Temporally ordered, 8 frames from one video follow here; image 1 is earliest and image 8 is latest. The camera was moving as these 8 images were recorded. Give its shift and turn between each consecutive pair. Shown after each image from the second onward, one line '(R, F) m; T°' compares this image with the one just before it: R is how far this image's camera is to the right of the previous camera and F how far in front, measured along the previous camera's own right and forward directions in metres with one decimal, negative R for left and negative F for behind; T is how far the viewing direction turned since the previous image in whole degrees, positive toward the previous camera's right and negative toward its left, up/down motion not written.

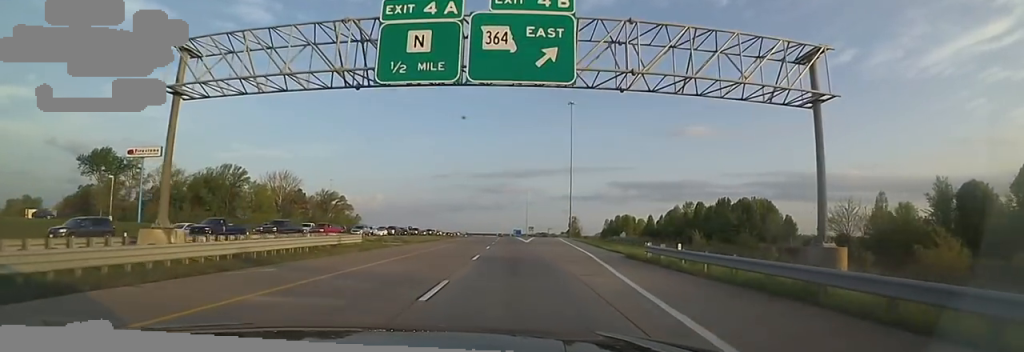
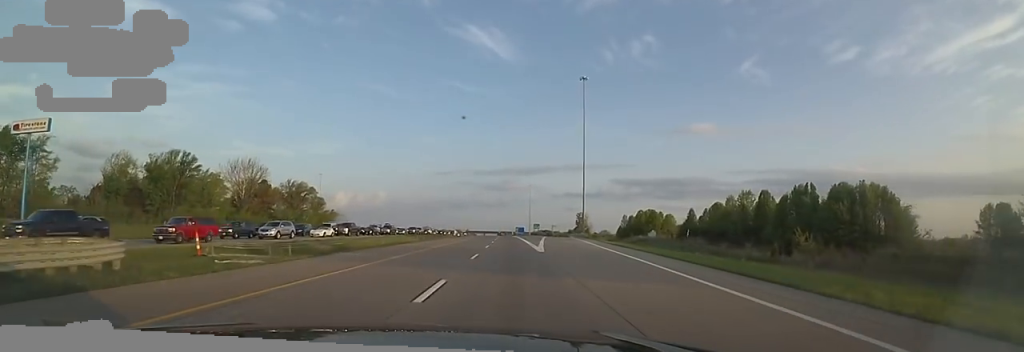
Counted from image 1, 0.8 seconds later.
(0.0, +24.7) m; 0°
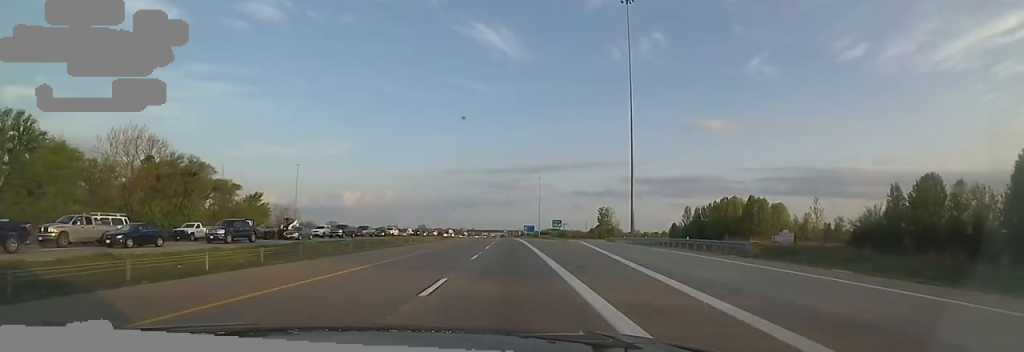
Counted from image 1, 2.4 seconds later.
(-0.1, +49.1) m; -1°
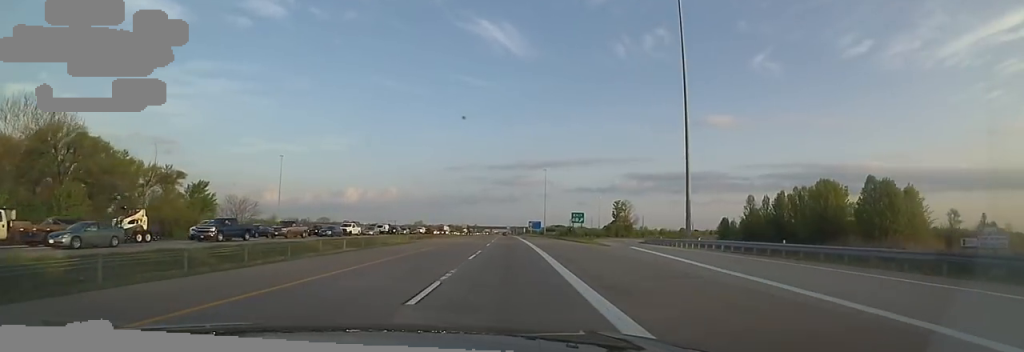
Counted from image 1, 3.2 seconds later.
(-0.9, +25.6) m; -1°
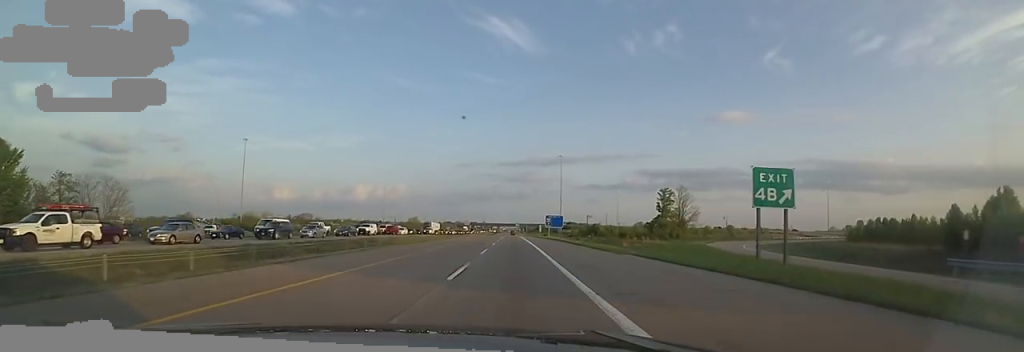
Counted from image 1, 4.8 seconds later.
(+0.2, +47.2) m; -1°
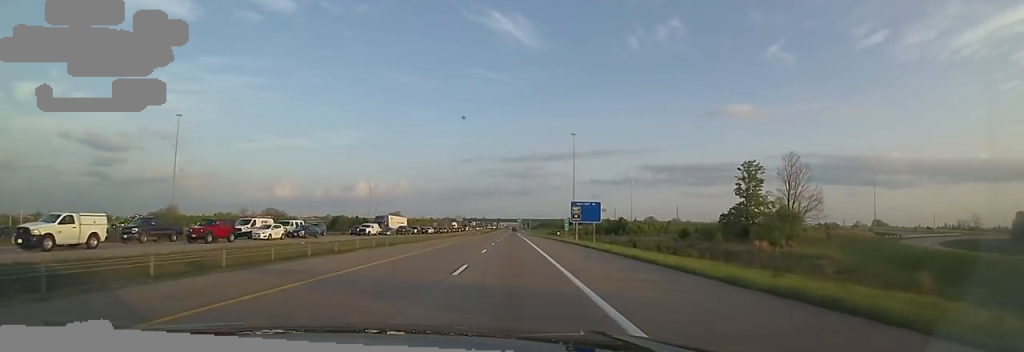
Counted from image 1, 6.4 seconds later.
(-0.8, +49.4) m; -1°
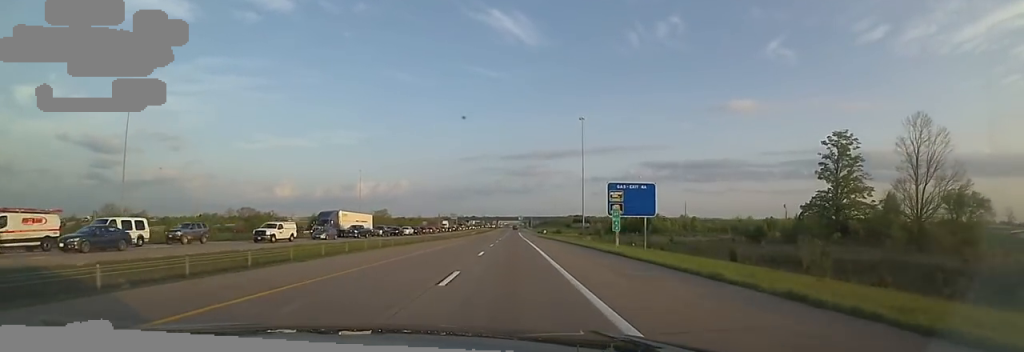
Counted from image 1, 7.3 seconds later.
(0.0, +26.8) m; 0°
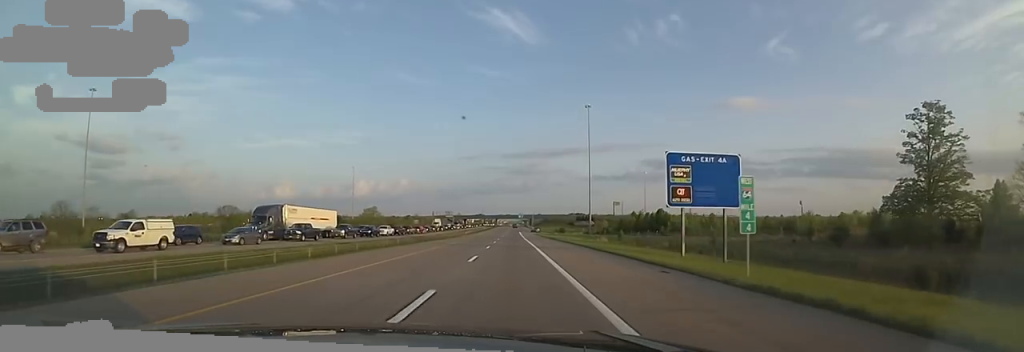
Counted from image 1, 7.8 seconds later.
(0.0, +16.8) m; 0°
